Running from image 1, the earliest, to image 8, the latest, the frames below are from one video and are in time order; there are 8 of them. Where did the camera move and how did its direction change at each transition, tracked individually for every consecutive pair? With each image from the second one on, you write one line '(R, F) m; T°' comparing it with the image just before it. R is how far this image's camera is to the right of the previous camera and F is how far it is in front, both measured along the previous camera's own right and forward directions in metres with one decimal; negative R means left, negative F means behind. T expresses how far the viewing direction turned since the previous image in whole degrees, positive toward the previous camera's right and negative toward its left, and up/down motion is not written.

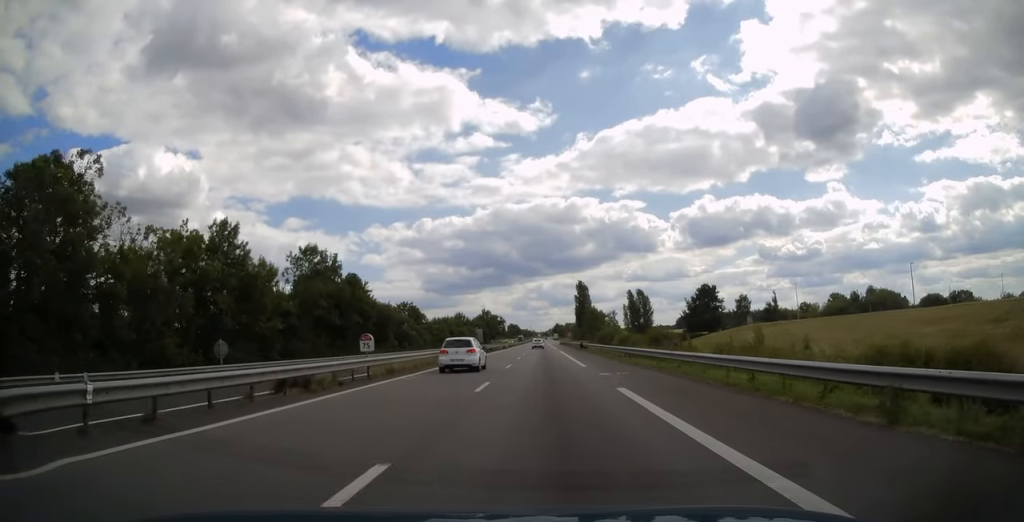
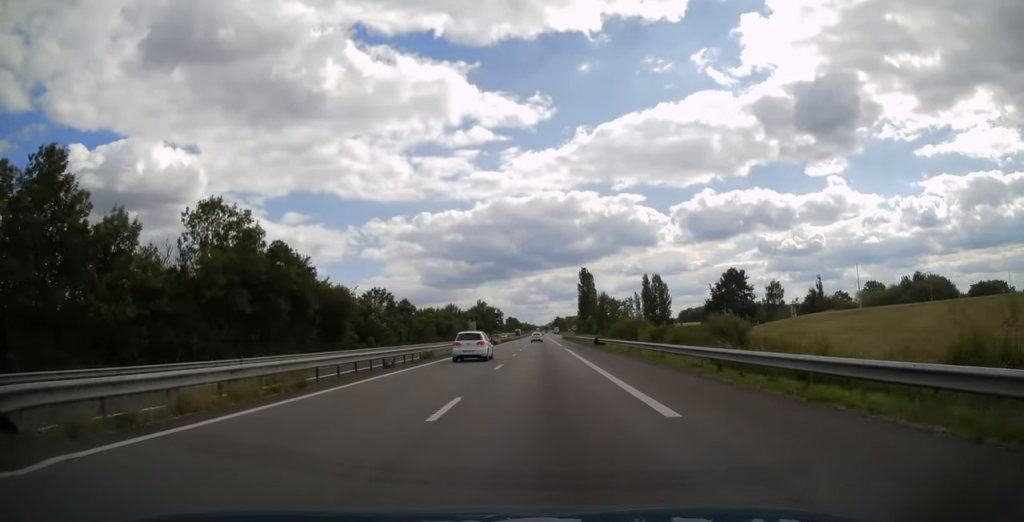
(+0.1, +19.3) m; 0°
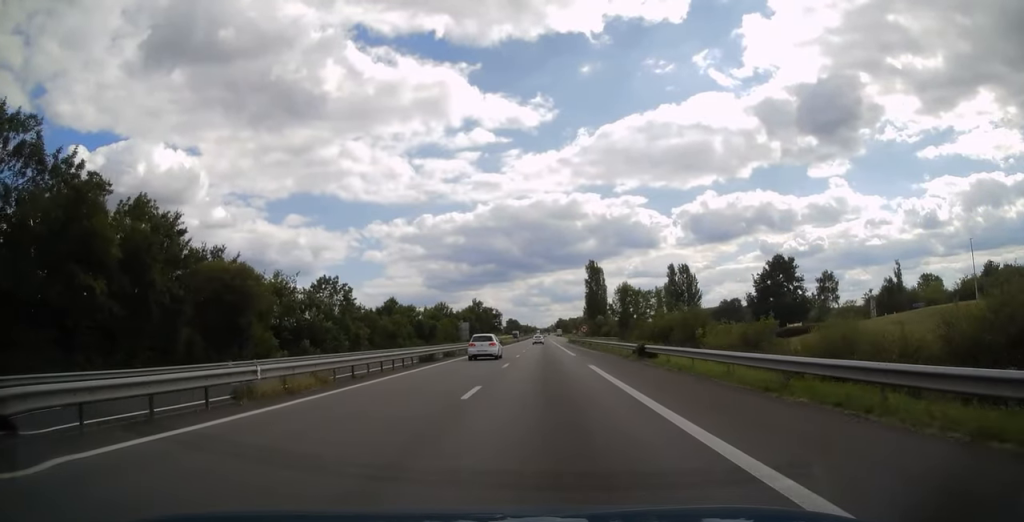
(0.0, +22.5) m; 0°
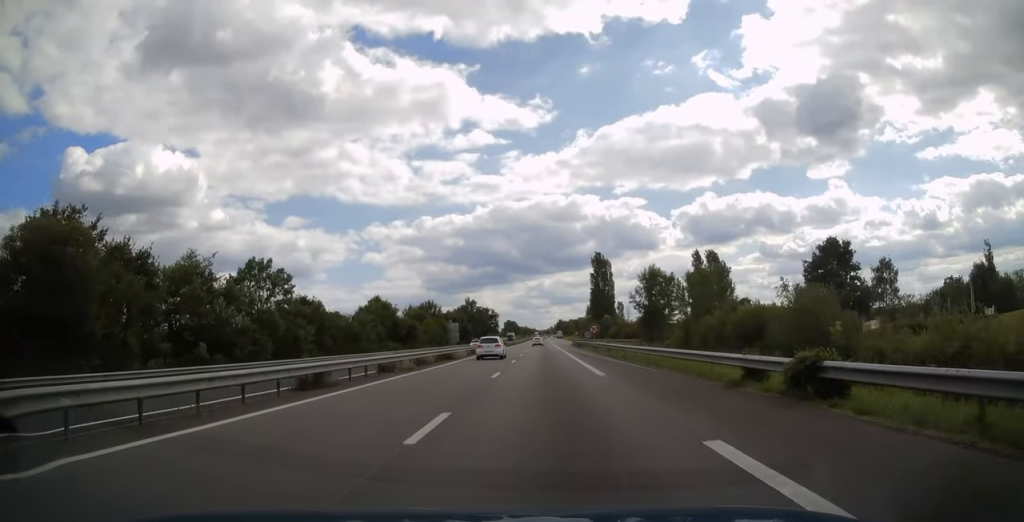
(-0.1, +18.5) m; 0°
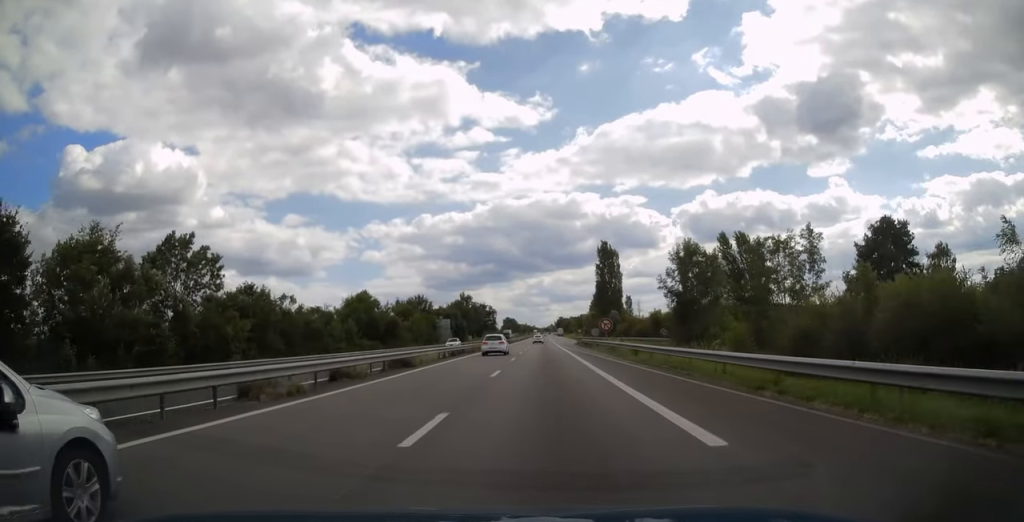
(-0.1, +13.4) m; 0°
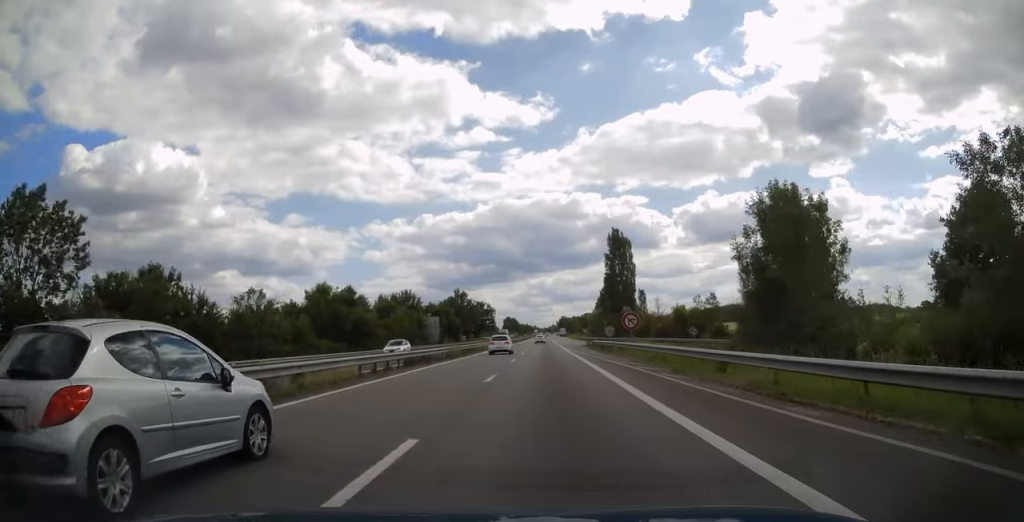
(+0.2, +15.8) m; 0°
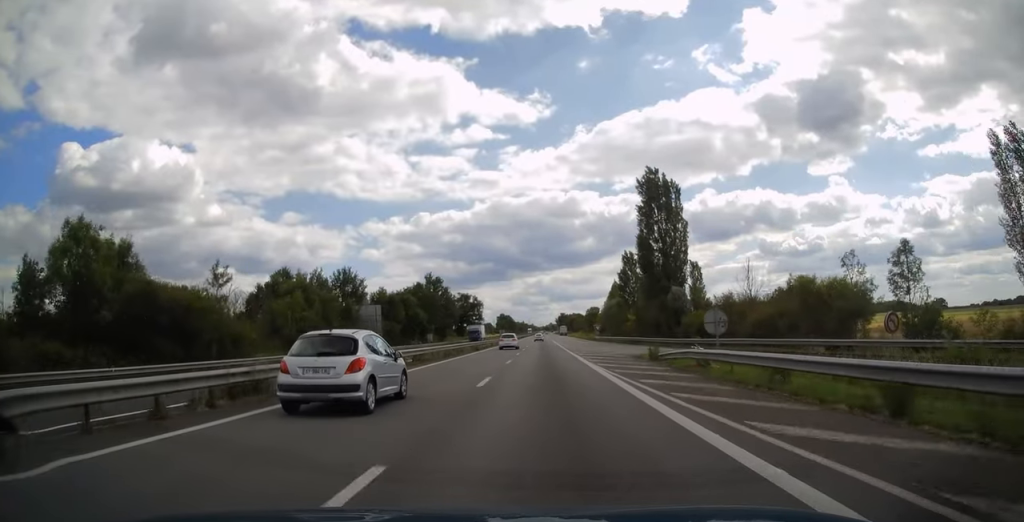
(+0.1, +40.9) m; -1°
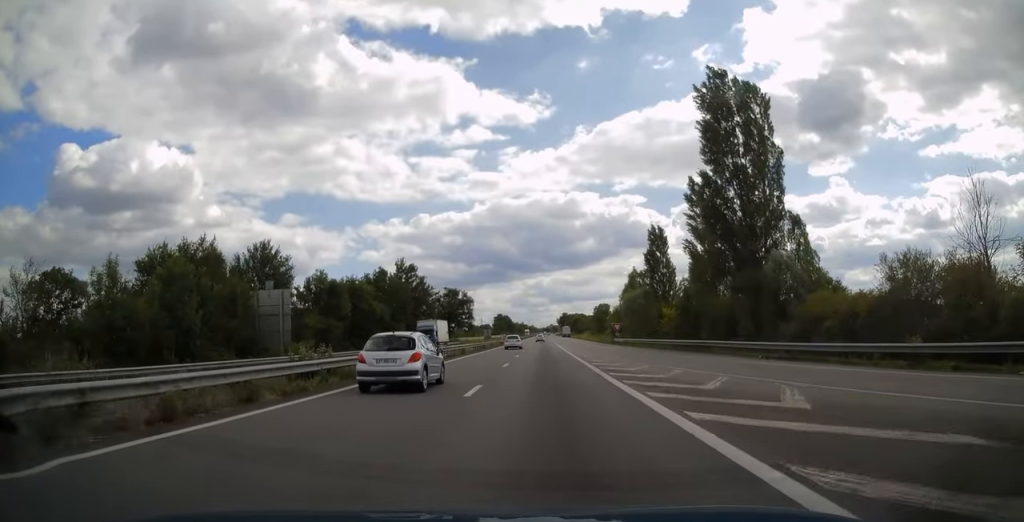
(-0.2, +28.6) m; 0°
